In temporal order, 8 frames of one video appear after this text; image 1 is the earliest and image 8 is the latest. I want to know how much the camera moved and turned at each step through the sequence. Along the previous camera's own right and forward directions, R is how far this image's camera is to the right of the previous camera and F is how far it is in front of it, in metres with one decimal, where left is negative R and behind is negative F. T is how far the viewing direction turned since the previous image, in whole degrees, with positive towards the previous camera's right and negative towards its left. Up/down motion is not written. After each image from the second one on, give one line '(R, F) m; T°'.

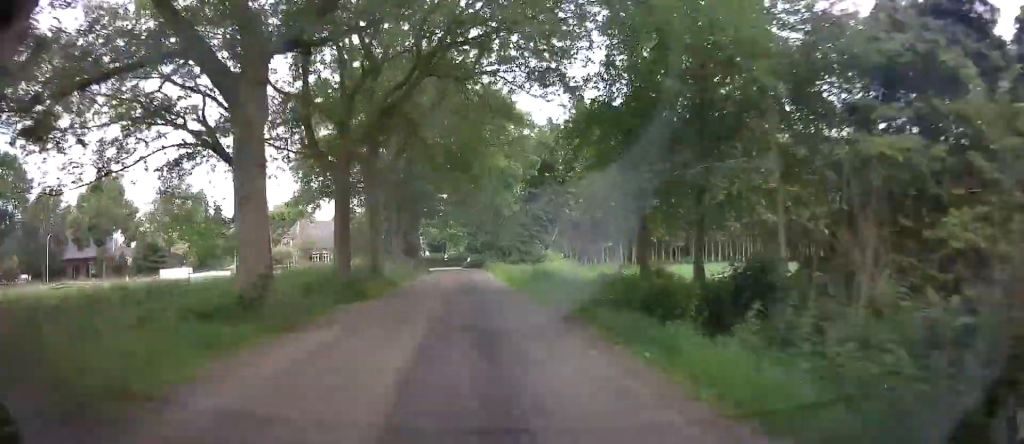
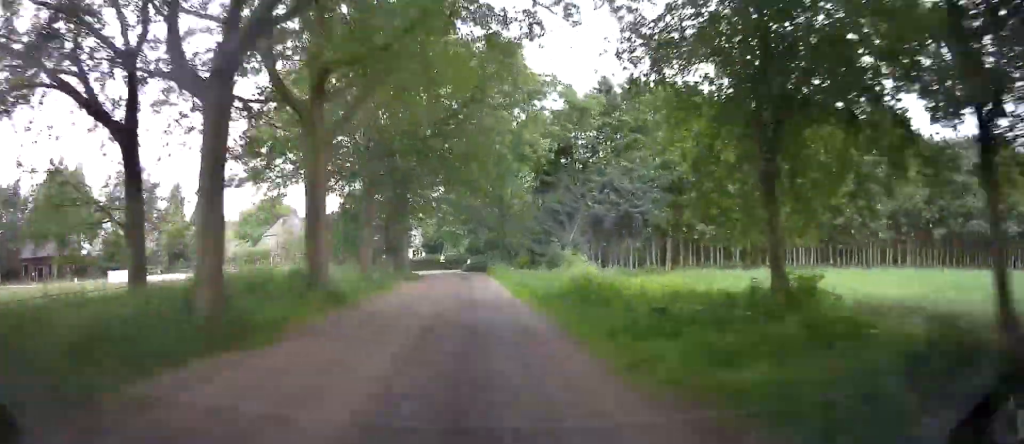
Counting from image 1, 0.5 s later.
(0.0, +9.7) m; -1°
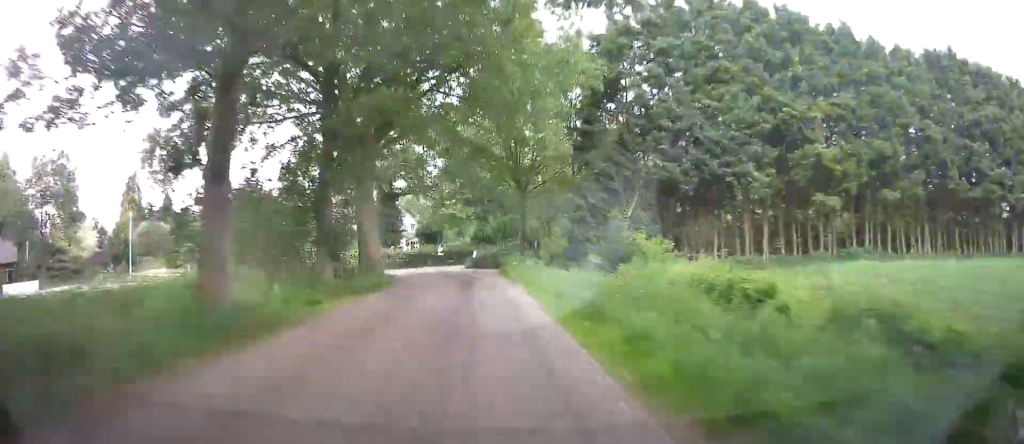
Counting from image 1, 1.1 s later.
(-0.1, +13.5) m; -1°
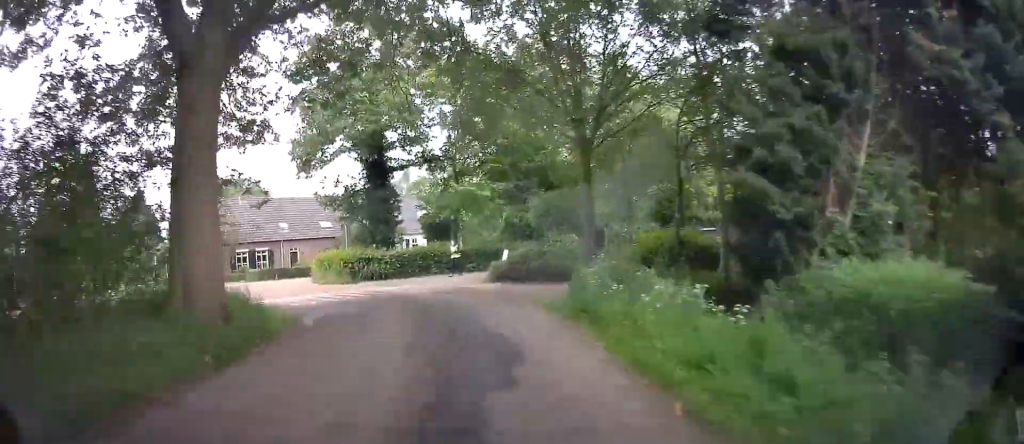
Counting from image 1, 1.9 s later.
(-0.2, +18.1) m; -3°
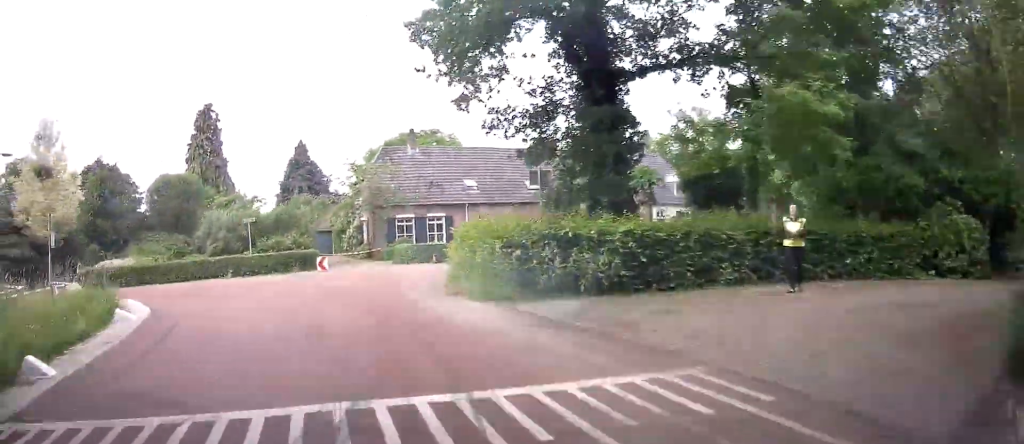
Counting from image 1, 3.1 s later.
(-1.6, +24.0) m; -15°
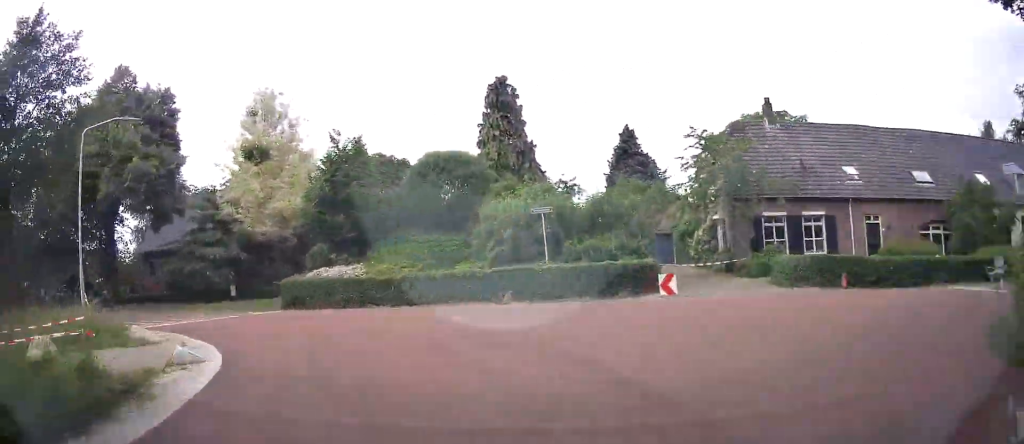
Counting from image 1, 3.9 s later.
(-1.4, +14.3) m; -21°
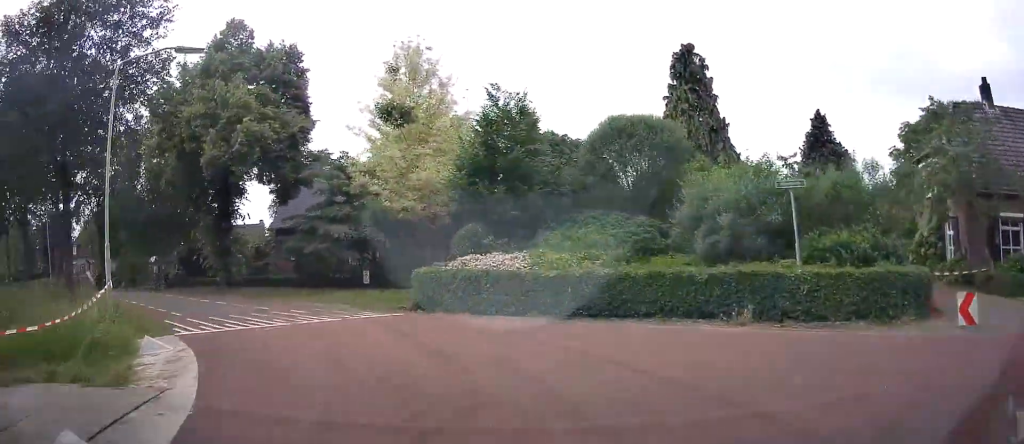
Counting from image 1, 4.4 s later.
(-1.7, +6.5) m; -13°
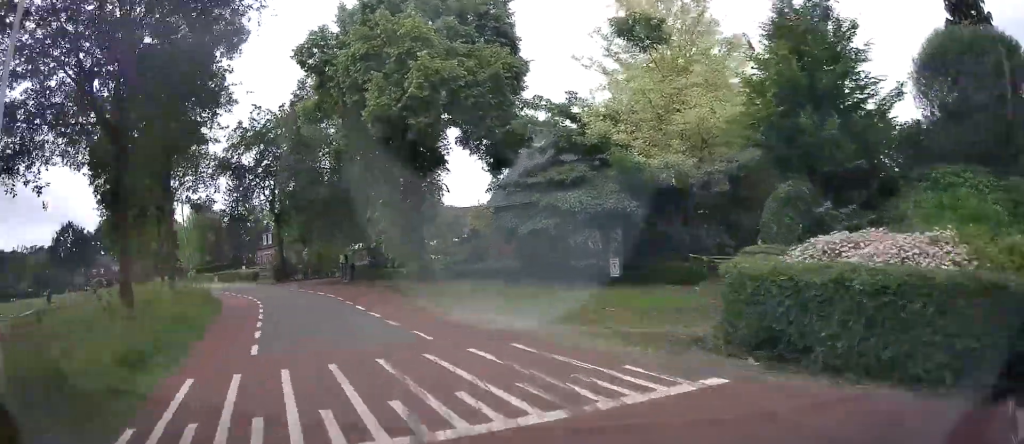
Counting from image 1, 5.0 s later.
(-1.5, +9.3) m; -17°
